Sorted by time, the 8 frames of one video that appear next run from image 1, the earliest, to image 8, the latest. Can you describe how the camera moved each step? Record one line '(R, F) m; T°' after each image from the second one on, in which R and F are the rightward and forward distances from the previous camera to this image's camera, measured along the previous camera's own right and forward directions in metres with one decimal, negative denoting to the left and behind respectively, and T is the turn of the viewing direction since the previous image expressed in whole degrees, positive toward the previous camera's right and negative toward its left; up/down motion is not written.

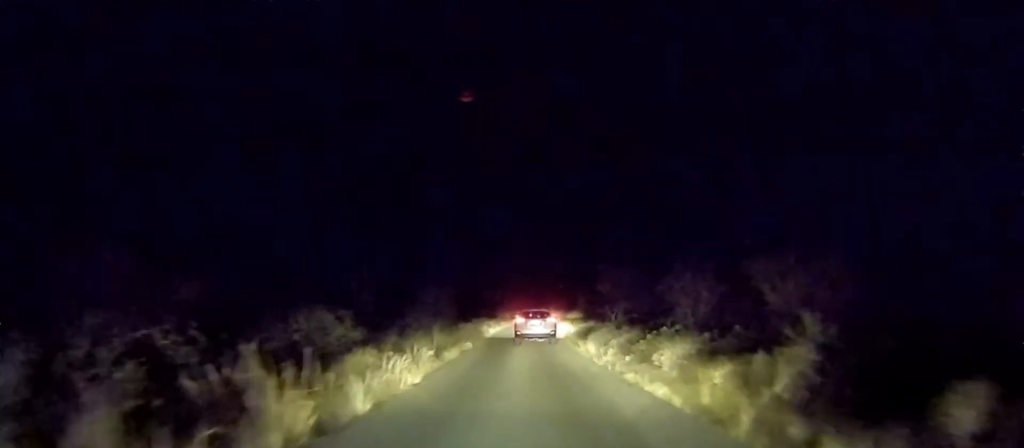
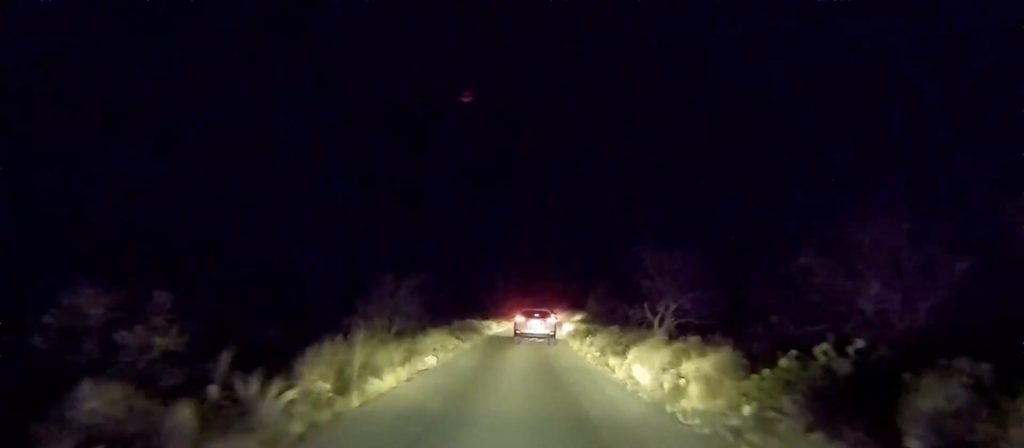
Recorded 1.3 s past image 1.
(+0.8, +8.3) m; -1°
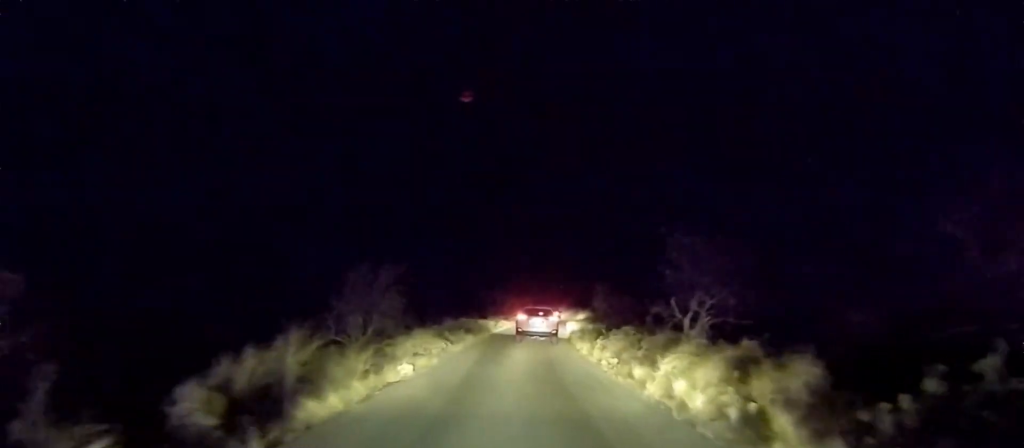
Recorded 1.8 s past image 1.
(-0.5, +3.0) m; -2°
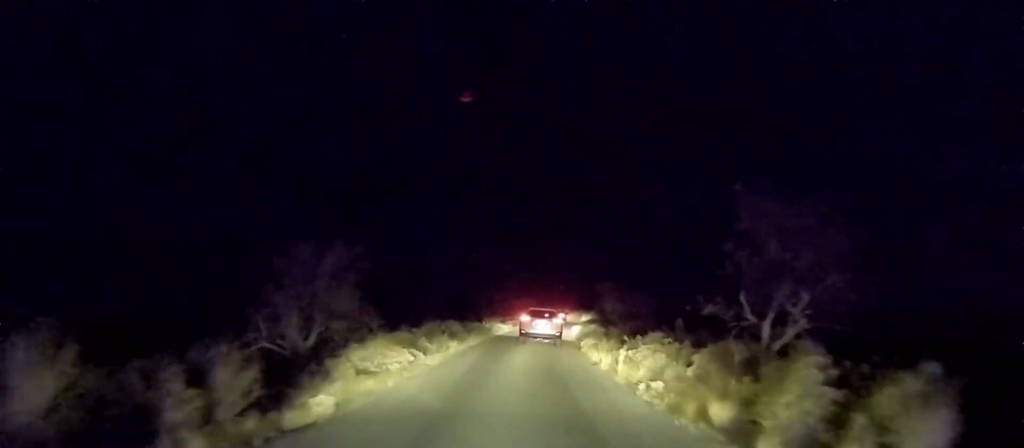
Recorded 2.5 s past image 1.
(0.0, +4.7) m; -1°
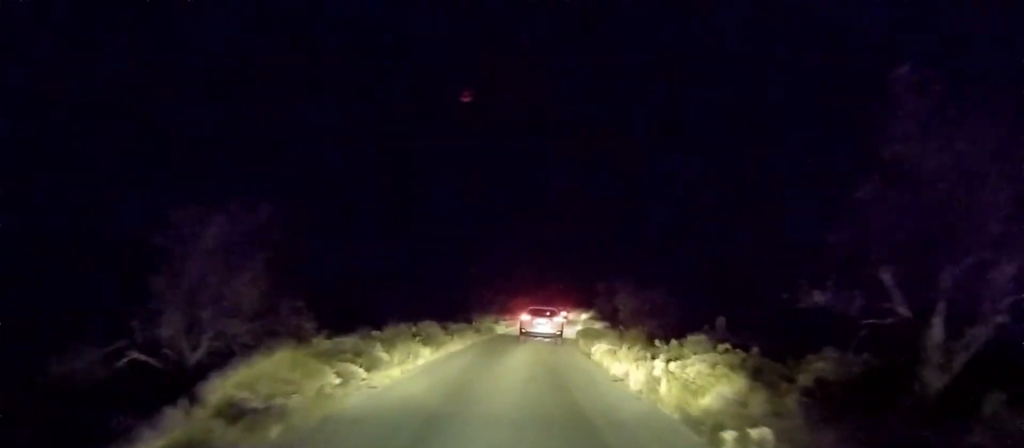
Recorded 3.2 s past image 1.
(+0.2, +4.6) m; 0°
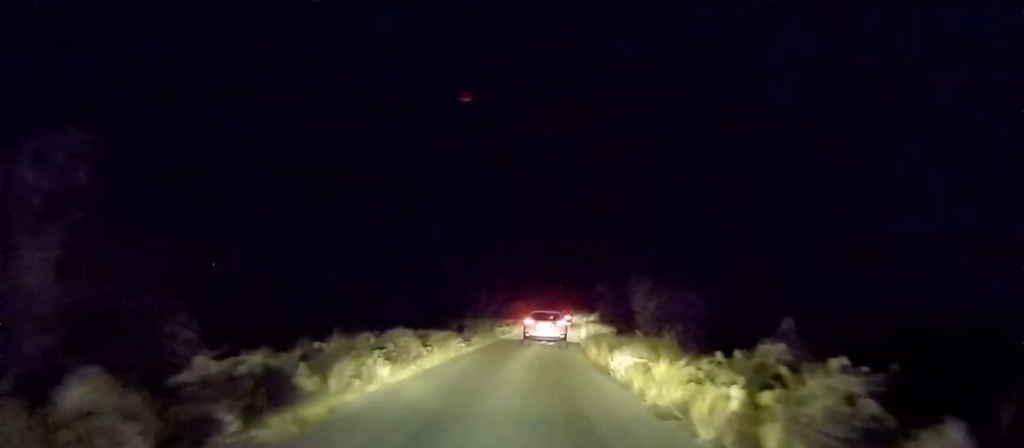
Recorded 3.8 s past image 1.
(-0.4, +4.1) m; 0°
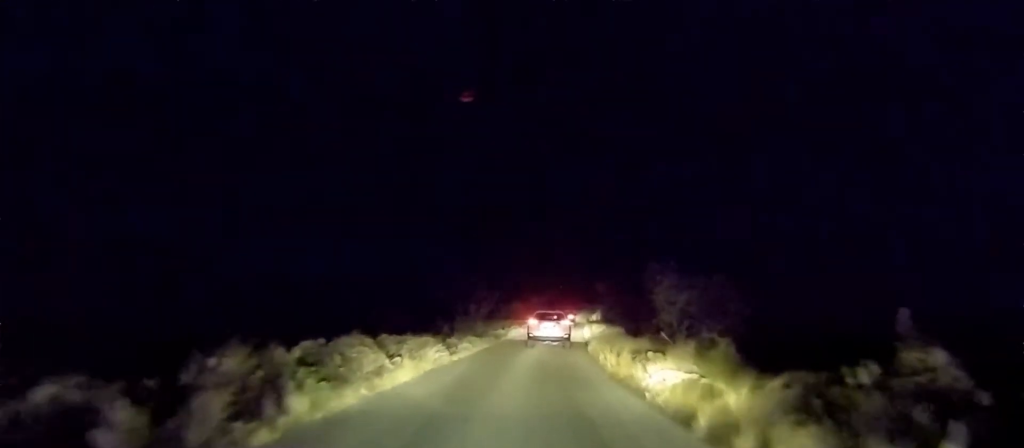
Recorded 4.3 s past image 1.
(0.0, +3.8) m; 0°
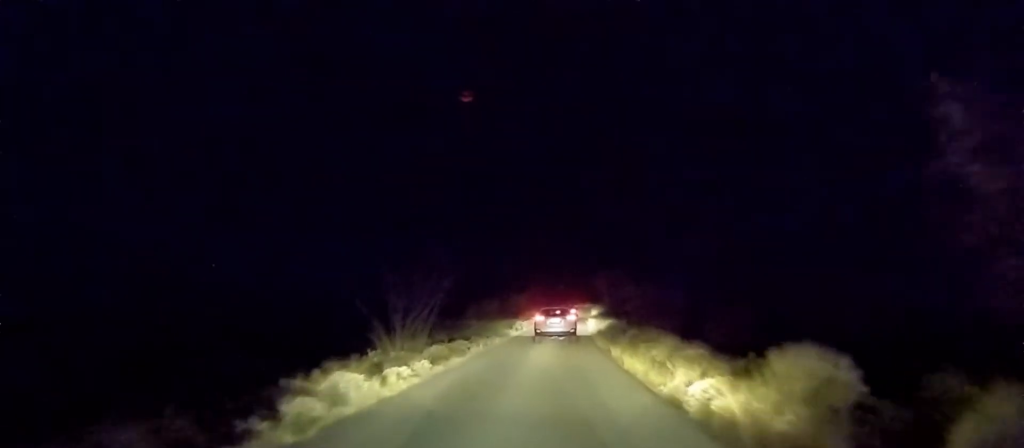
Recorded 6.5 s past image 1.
(+0.1, +14.5) m; 0°
